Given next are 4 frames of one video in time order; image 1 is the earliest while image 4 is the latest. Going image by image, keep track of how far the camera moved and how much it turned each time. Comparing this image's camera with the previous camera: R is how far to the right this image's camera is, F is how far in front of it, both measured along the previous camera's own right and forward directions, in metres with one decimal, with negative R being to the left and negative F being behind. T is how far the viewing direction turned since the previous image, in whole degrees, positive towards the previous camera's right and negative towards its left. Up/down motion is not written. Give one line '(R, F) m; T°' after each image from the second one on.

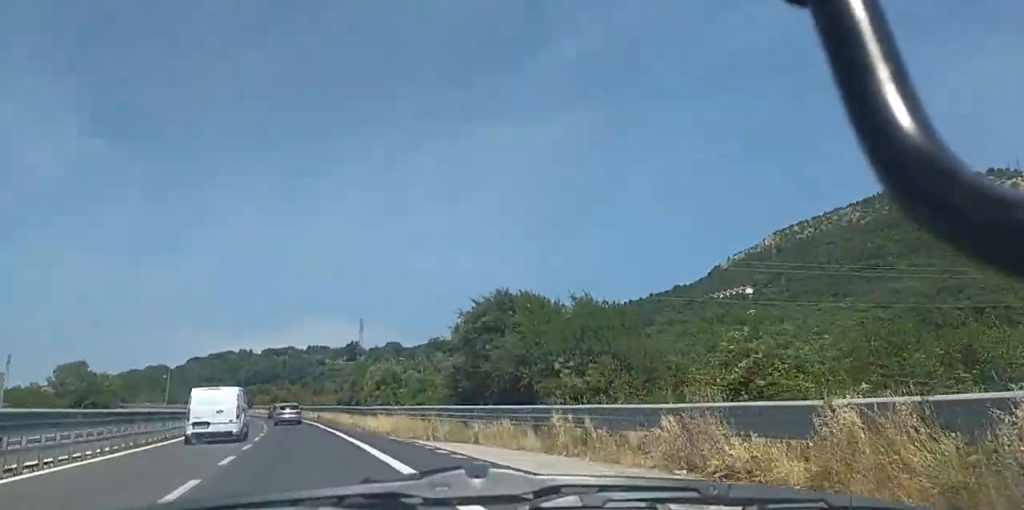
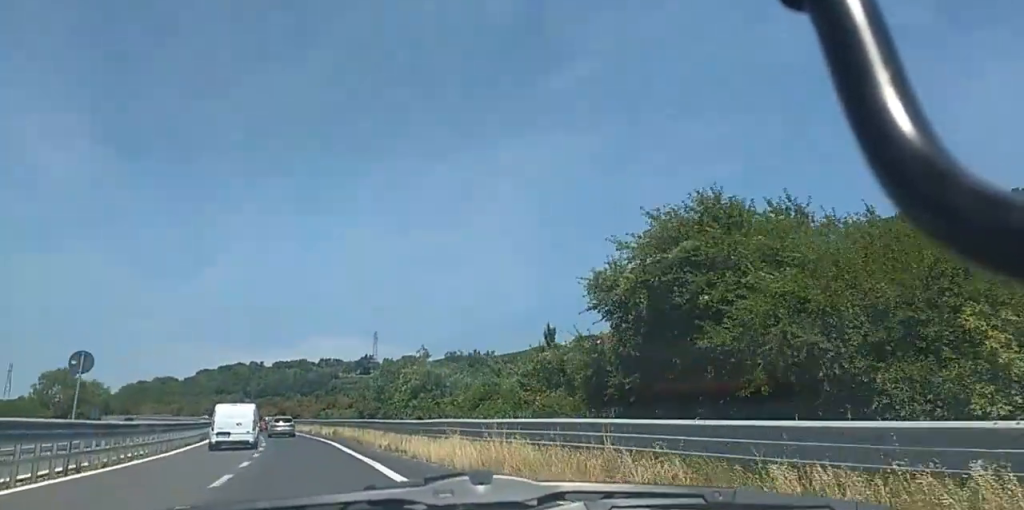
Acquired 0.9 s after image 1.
(0.0, +17.7) m; -1°
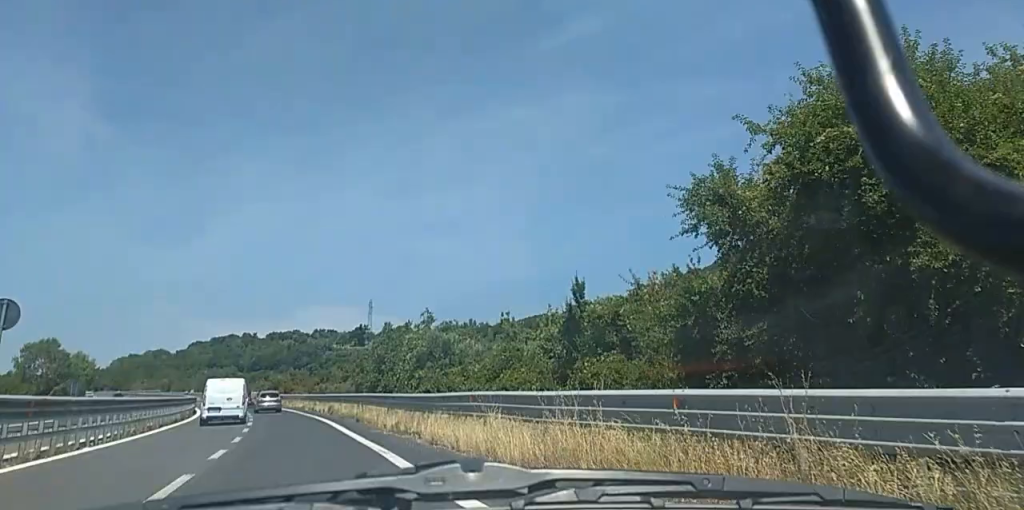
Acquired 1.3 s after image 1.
(-0.1, +8.6) m; 0°
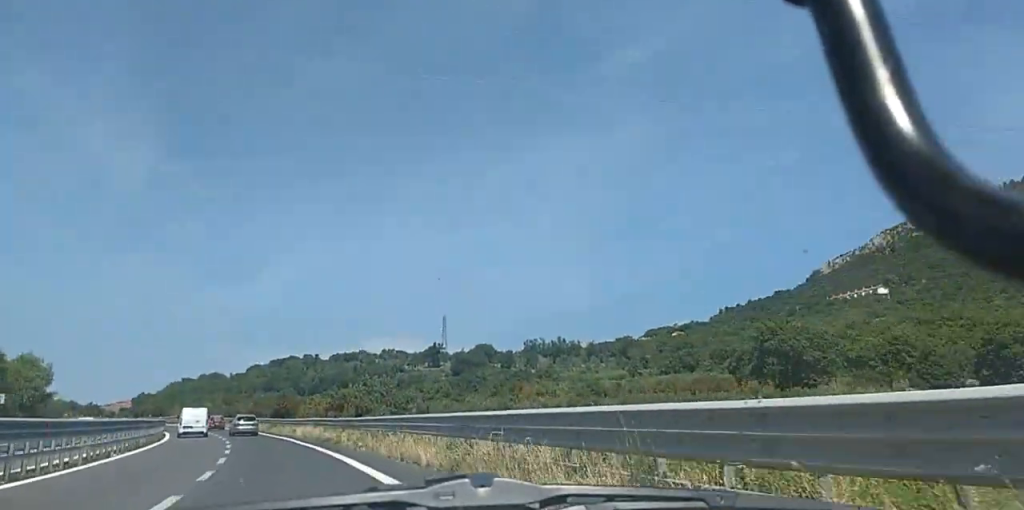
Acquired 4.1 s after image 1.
(-1.3, +57.1) m; -3°
